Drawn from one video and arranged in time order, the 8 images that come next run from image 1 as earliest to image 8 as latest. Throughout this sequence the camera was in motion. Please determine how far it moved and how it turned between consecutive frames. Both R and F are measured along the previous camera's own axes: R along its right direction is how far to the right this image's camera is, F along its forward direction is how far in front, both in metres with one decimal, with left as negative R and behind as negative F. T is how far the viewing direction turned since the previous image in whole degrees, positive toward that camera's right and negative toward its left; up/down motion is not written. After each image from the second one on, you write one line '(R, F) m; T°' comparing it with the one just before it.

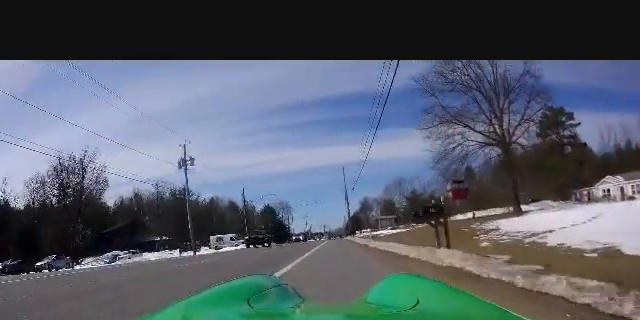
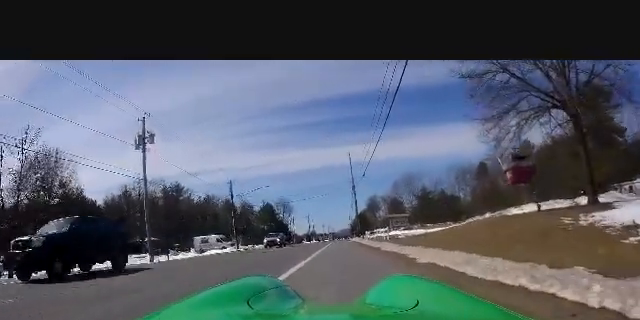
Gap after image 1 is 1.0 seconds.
(0.0, +9.9) m; 0°
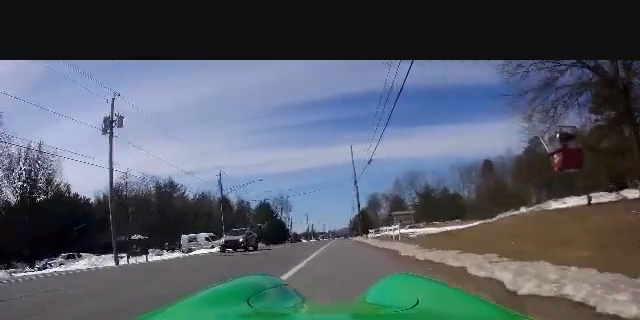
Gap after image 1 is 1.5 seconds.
(0.0, +4.9) m; 0°
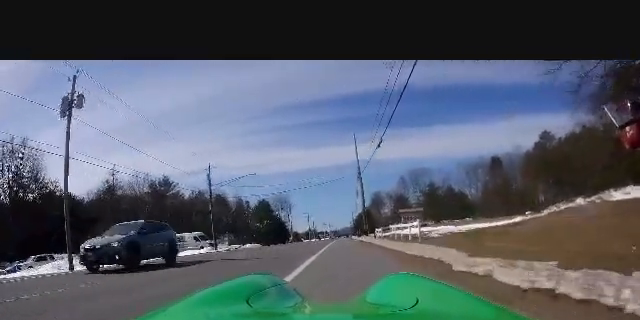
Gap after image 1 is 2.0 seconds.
(0.0, +4.9) m; 0°
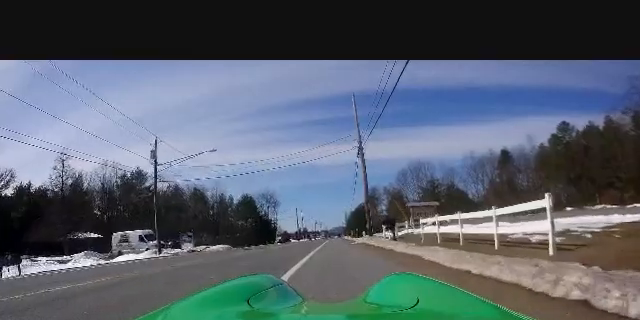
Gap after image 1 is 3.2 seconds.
(-0.2, +12.0) m; -1°
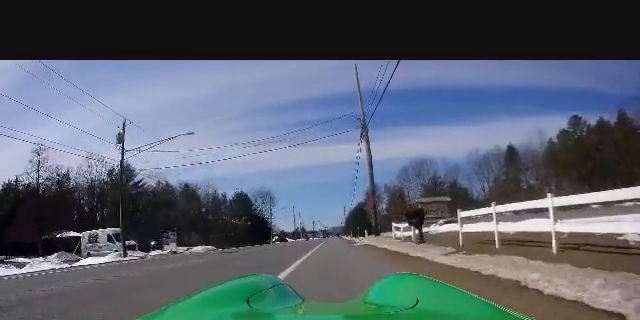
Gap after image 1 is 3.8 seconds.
(0.0, +5.2) m; -1°
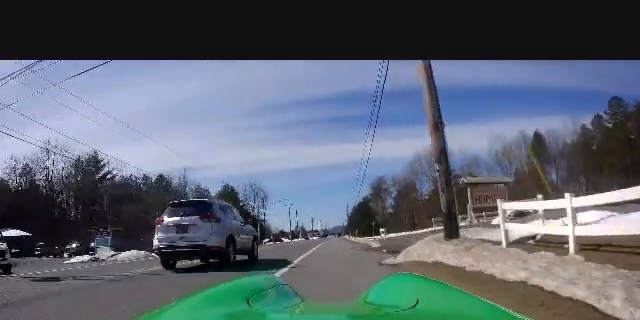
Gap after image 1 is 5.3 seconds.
(0.0, +14.4) m; +2°
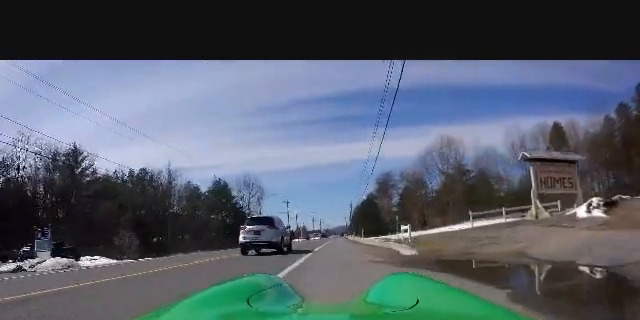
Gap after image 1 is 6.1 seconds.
(+0.2, +8.2) m; +1°
